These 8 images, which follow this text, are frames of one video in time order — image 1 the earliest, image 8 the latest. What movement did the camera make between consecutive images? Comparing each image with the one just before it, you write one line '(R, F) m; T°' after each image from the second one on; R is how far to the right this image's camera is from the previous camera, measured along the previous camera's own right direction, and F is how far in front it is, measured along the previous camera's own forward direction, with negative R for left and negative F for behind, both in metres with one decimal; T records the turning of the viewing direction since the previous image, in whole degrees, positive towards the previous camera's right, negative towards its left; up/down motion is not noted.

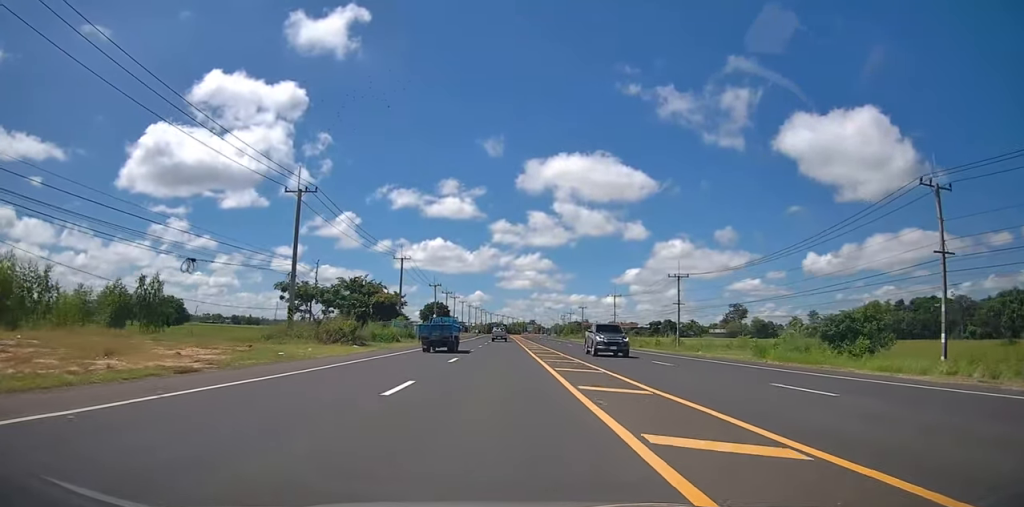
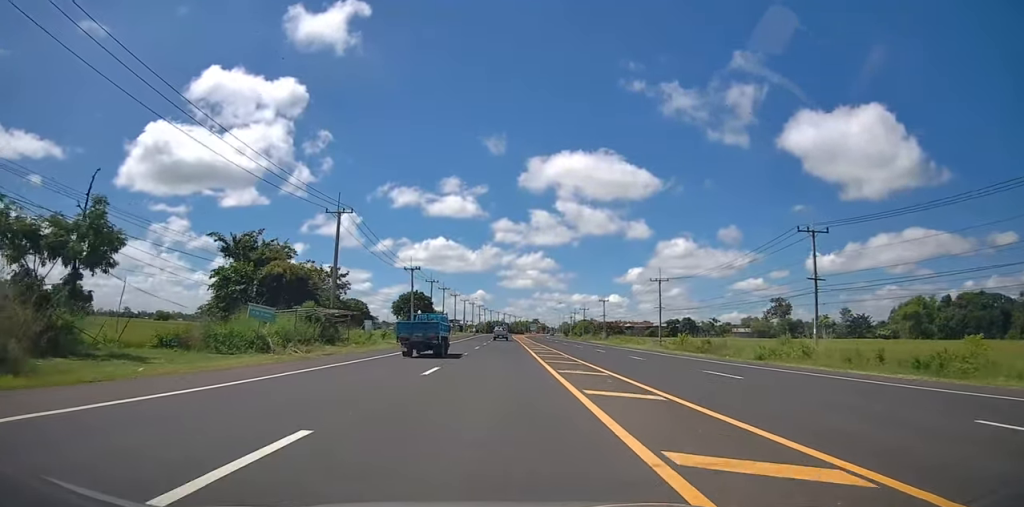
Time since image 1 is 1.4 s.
(-0.2, +31.0) m; 0°
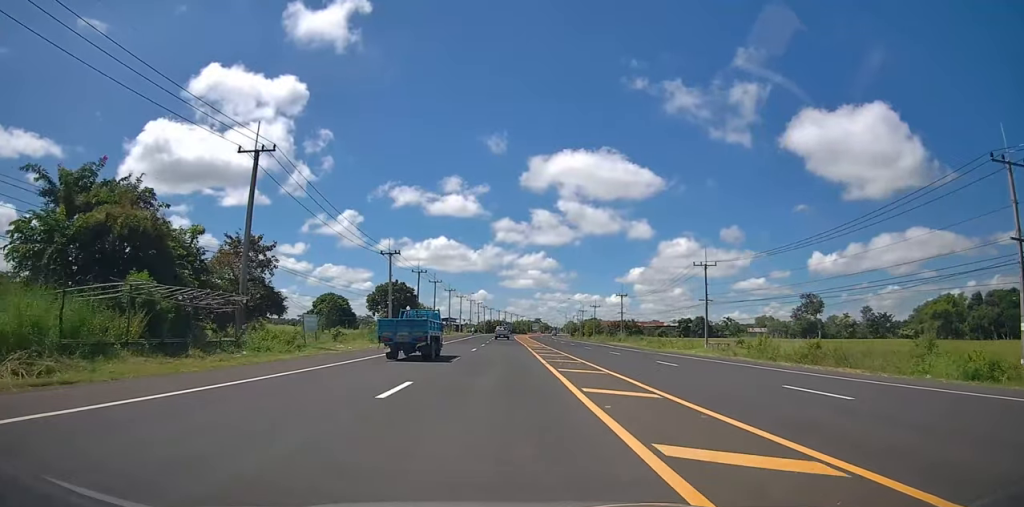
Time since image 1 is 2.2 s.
(+0.1, +17.6) m; 0°
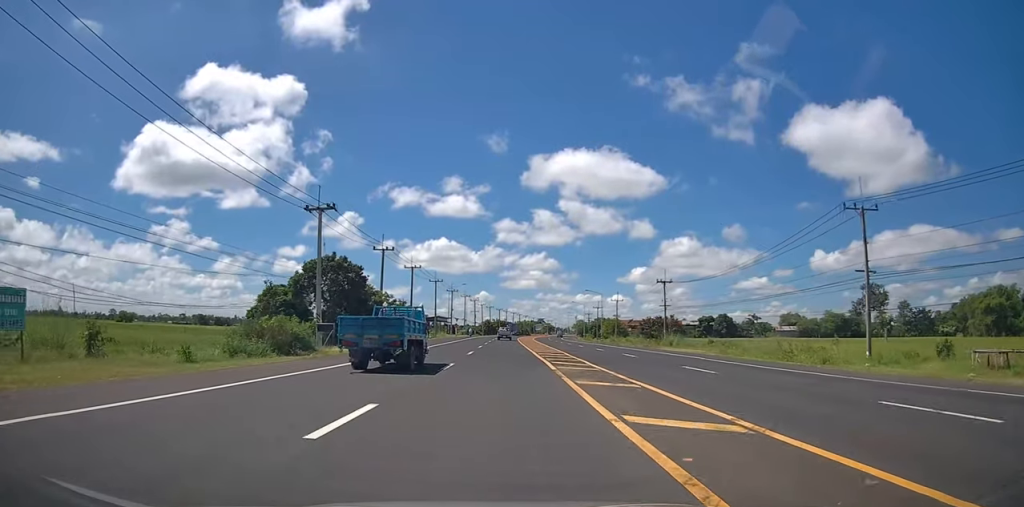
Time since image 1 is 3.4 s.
(-0.2, +27.9) m; -1°
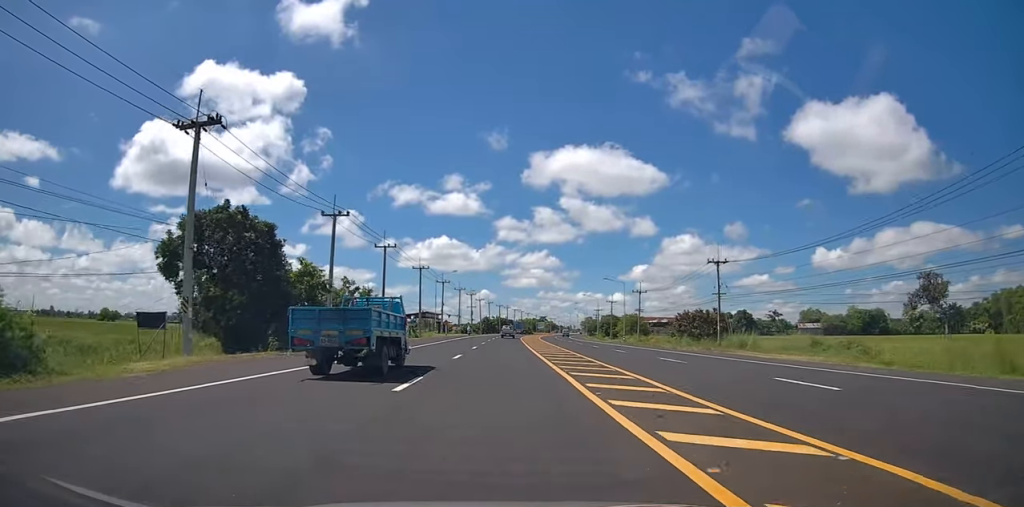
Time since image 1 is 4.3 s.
(-0.2, +19.4) m; 0°
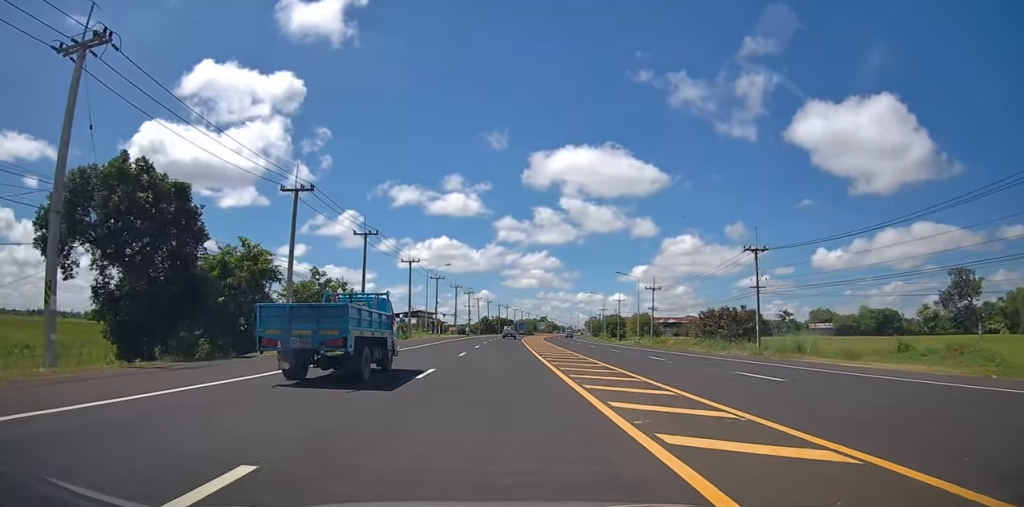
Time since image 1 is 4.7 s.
(0.0, +9.0) m; 0°
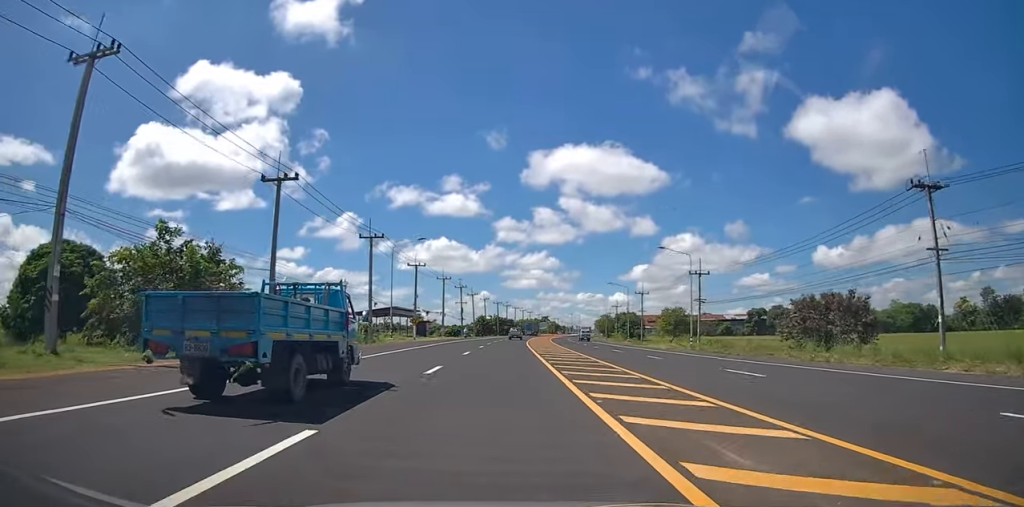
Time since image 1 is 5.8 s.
(0.0, +22.3) m; 0°
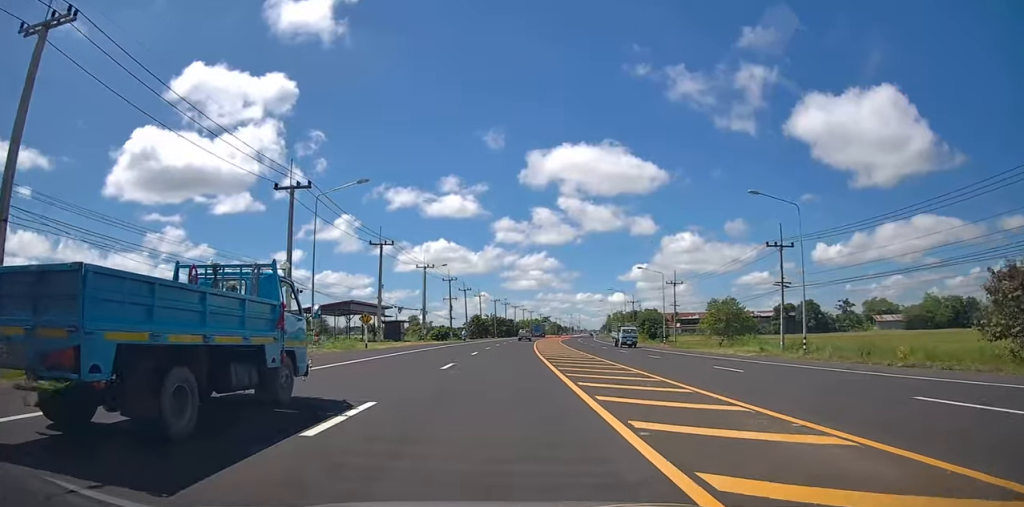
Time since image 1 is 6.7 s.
(0.0, +21.1) m; 0°
